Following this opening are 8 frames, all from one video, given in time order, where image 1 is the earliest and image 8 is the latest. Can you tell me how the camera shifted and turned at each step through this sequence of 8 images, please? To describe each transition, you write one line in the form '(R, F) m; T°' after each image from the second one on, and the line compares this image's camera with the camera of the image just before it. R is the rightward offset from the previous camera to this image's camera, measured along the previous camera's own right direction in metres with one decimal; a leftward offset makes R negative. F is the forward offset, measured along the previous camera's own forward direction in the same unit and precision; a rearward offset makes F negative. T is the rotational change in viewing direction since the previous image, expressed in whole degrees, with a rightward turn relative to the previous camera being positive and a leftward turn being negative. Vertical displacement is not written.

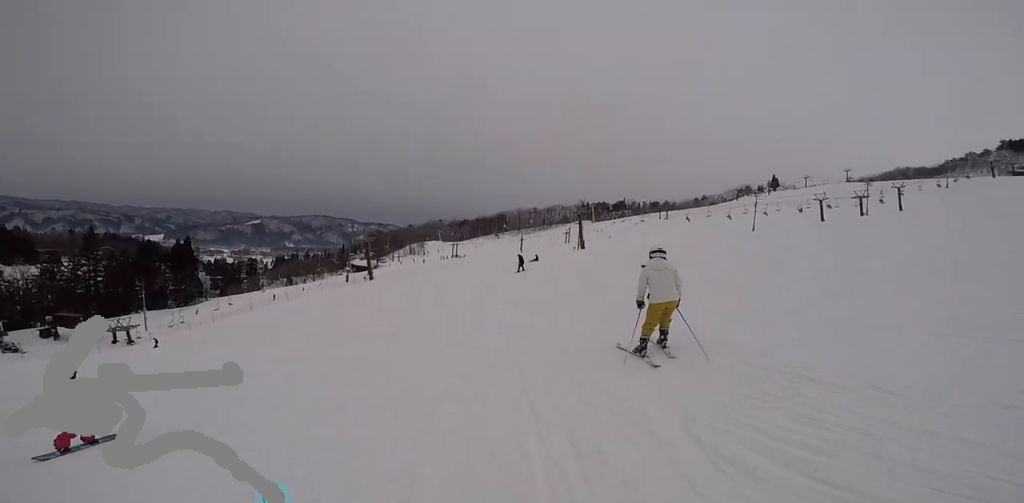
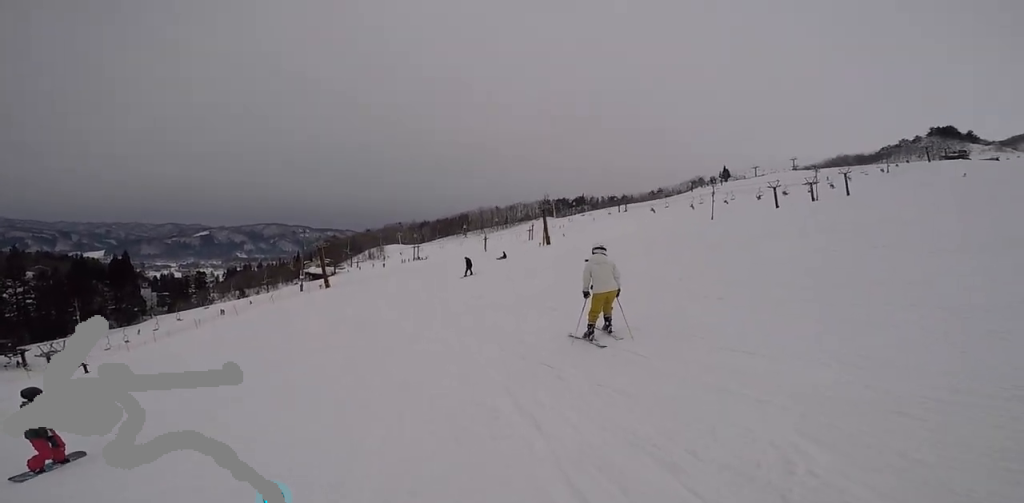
(-0.1, +2.4) m; 0°
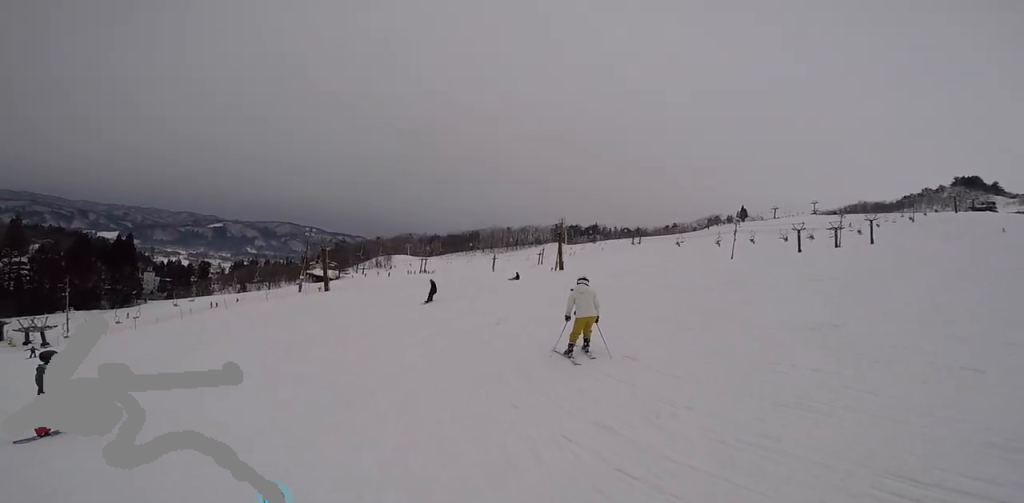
(+0.1, +3.6) m; +6°
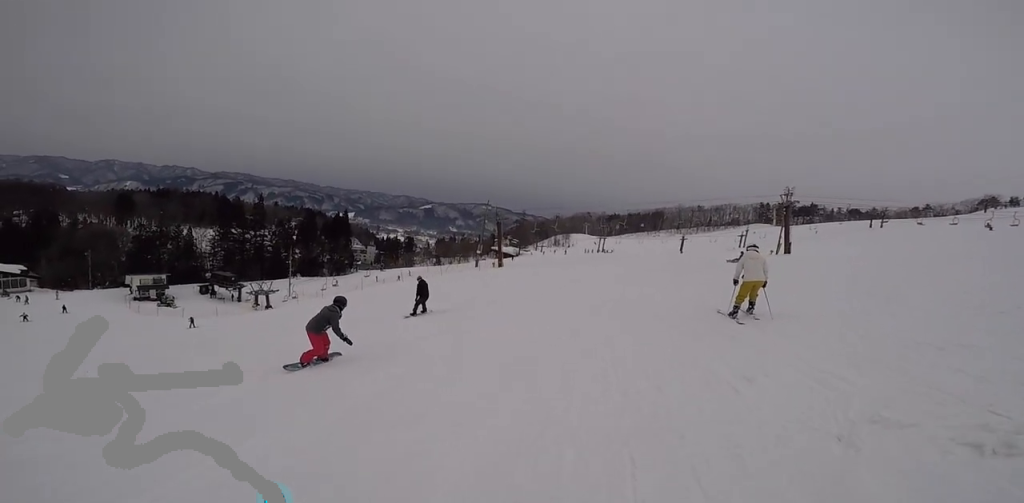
(+0.1, +9.1) m; +5°
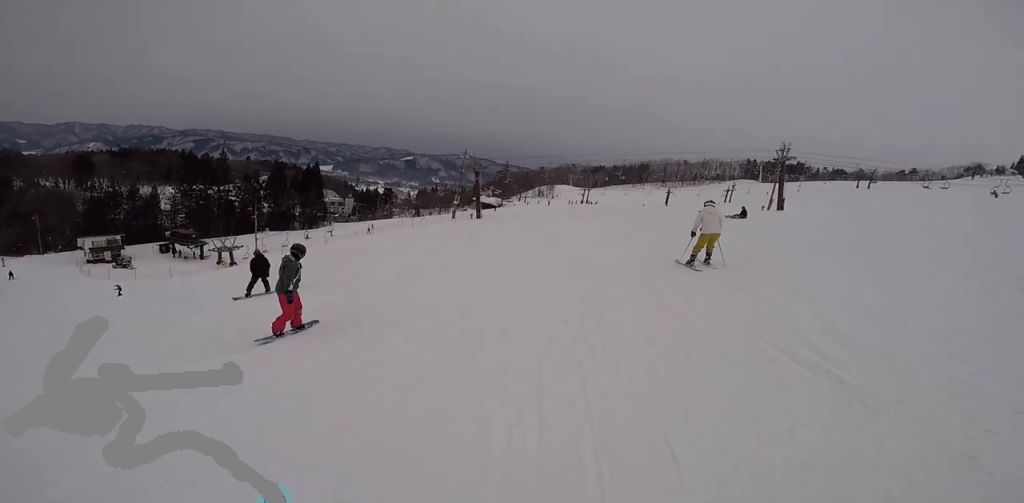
(+0.8, +3.1) m; +1°
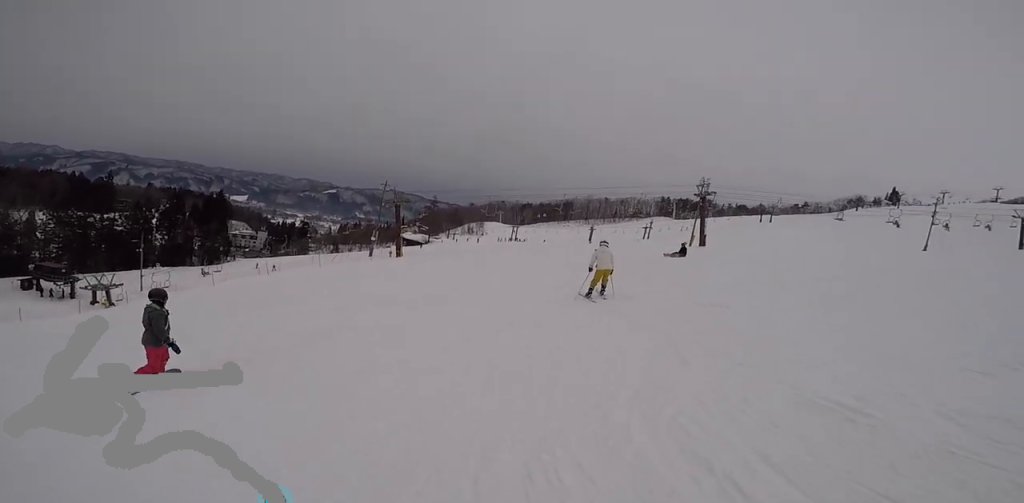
(-0.7, +3.8) m; -5°
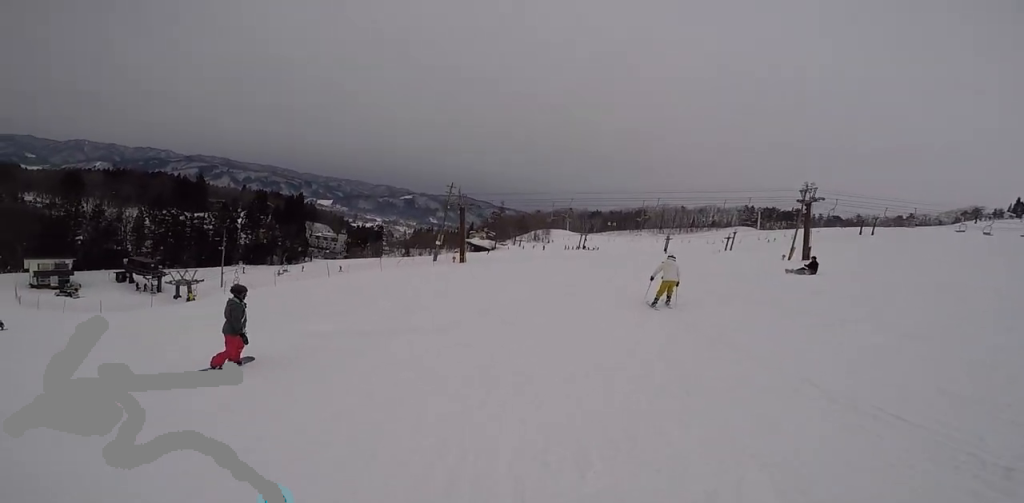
(+0.3, +4.5) m; -12°
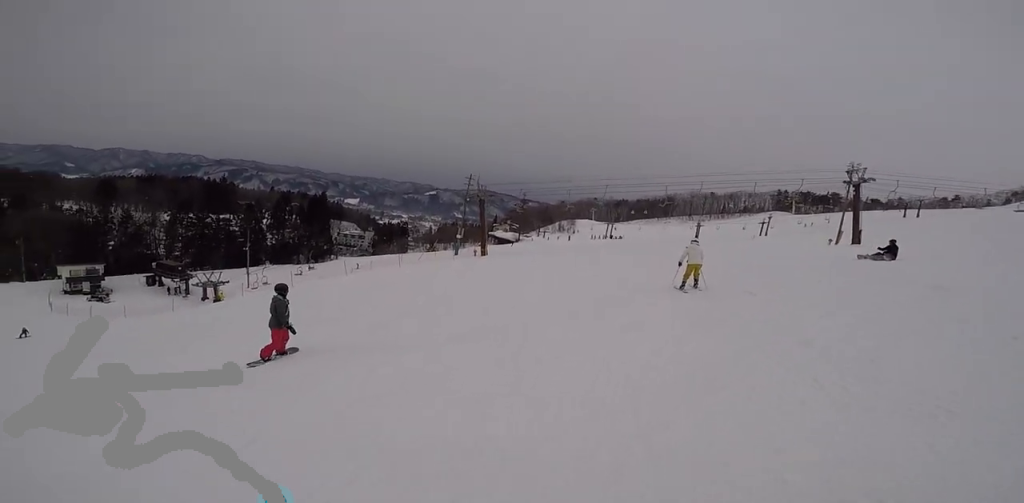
(-0.7, +1.8) m; +2°
